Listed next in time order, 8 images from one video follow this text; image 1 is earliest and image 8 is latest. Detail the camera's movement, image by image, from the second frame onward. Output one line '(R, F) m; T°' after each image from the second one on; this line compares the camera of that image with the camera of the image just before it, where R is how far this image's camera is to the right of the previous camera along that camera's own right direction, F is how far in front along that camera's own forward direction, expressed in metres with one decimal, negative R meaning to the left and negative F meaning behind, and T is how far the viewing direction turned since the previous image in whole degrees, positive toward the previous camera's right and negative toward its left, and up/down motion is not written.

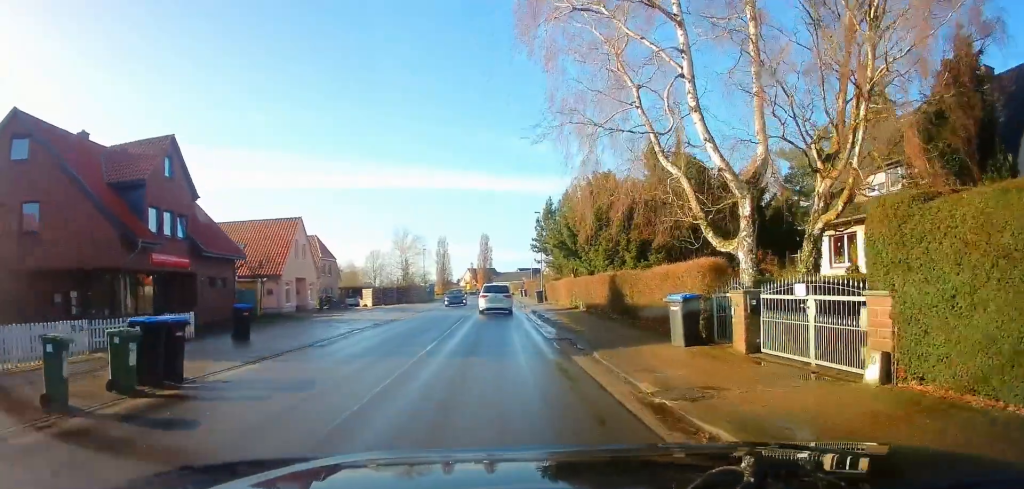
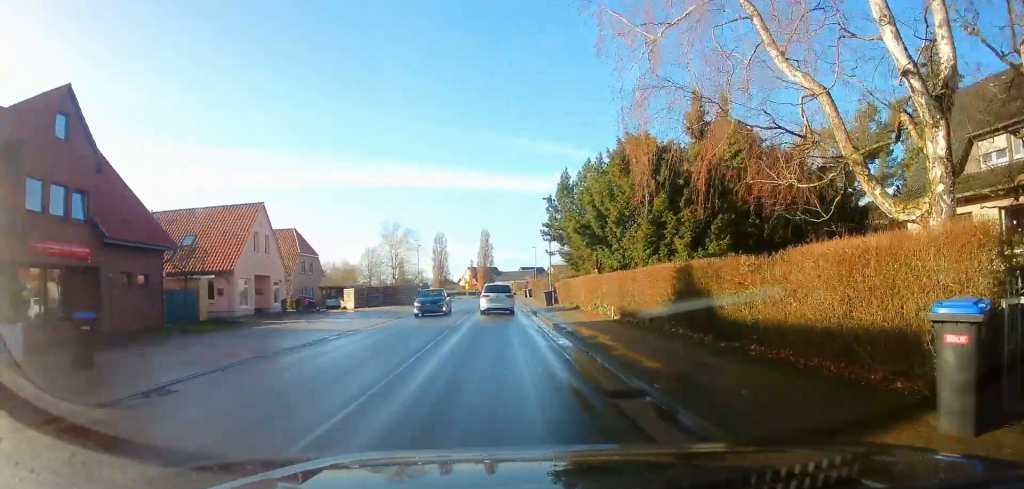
(+0.4, +7.8) m; 0°
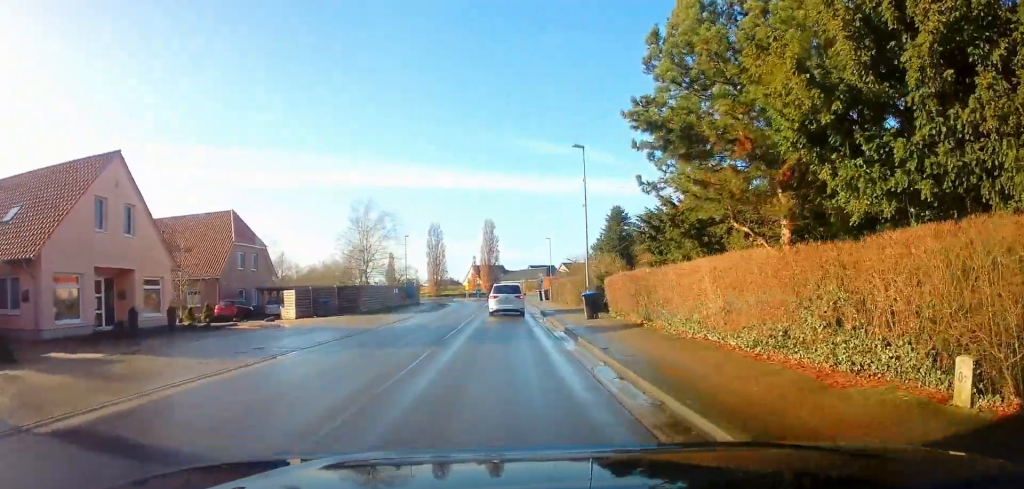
(-0.5, +16.4) m; -2°
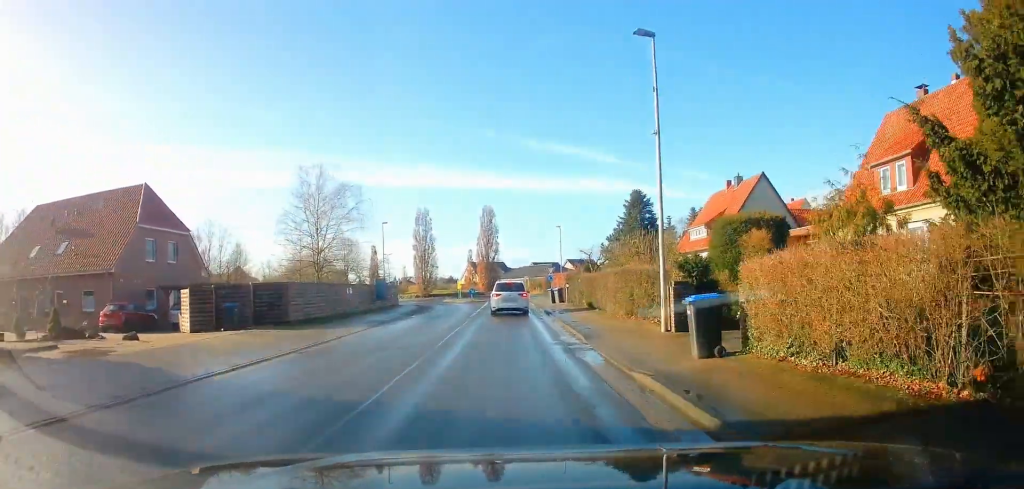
(+0.1, +12.8) m; -1°
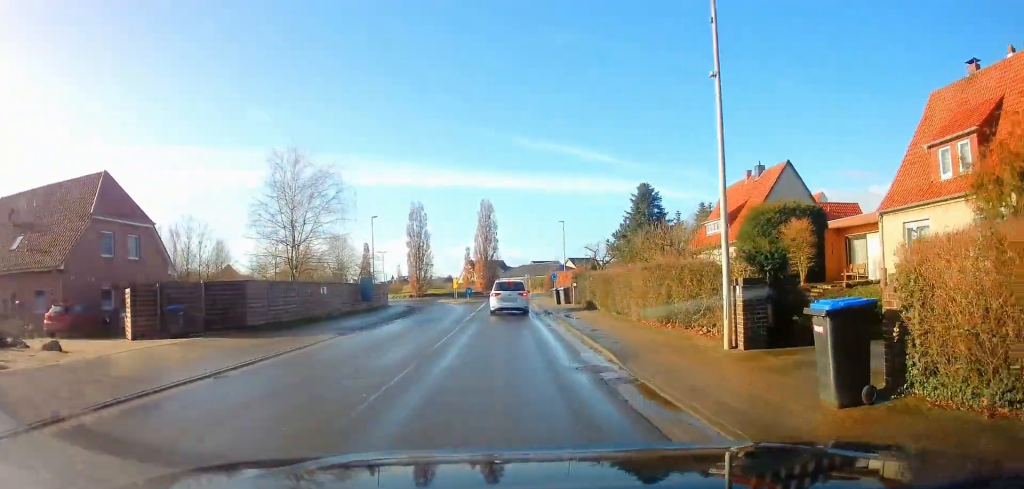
(0.0, +4.3) m; -1°
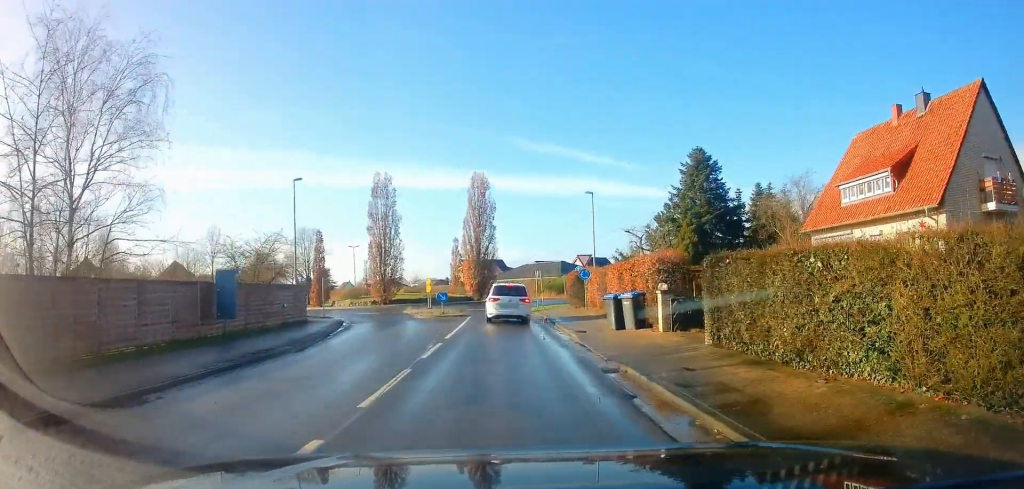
(+0.3, +19.2) m; +1°
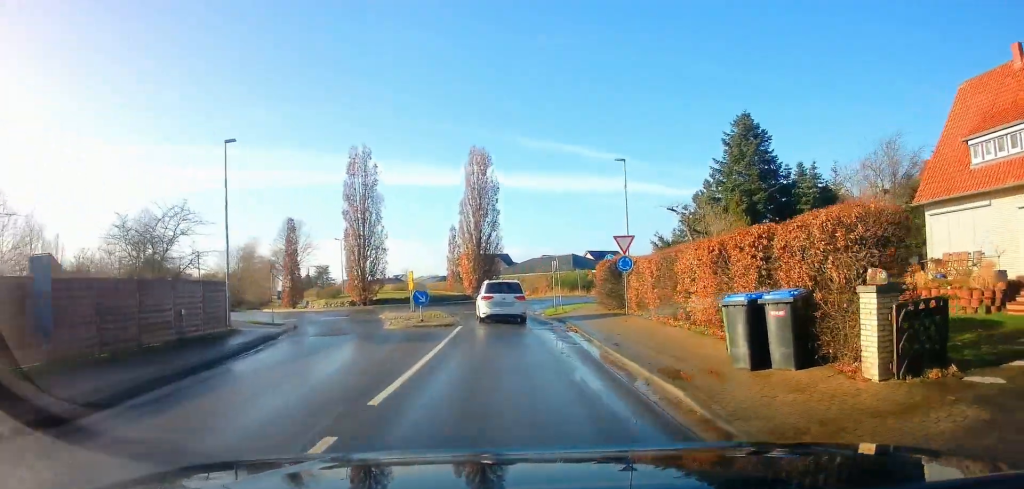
(-0.4, +8.9) m; -2°
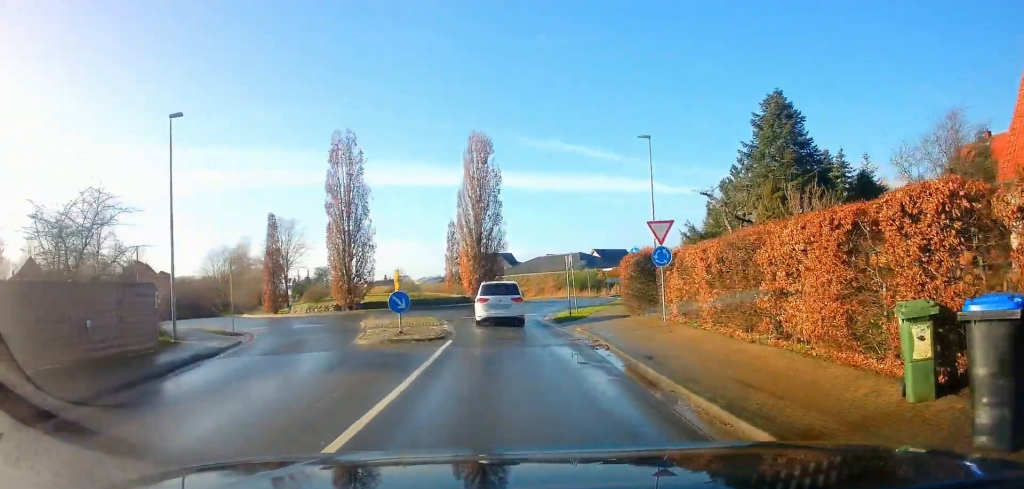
(0.0, +4.6) m; +1°
